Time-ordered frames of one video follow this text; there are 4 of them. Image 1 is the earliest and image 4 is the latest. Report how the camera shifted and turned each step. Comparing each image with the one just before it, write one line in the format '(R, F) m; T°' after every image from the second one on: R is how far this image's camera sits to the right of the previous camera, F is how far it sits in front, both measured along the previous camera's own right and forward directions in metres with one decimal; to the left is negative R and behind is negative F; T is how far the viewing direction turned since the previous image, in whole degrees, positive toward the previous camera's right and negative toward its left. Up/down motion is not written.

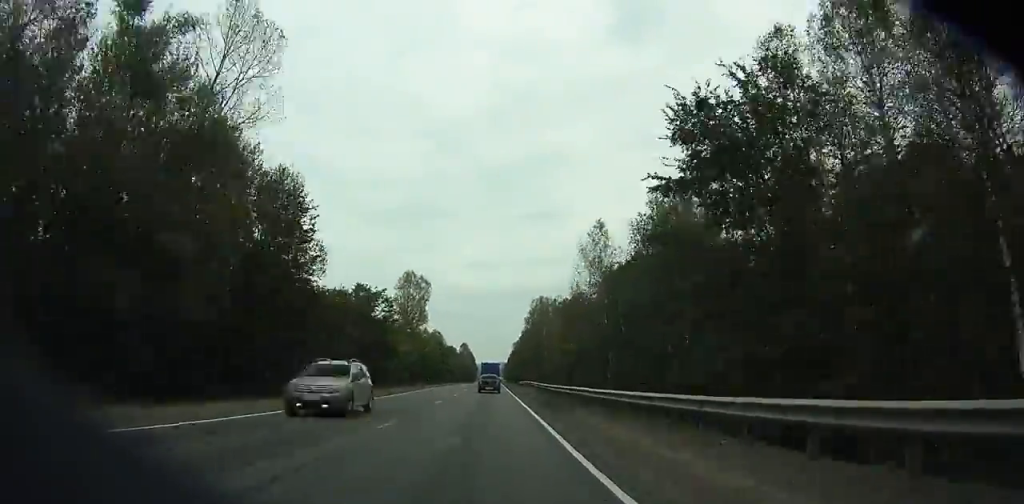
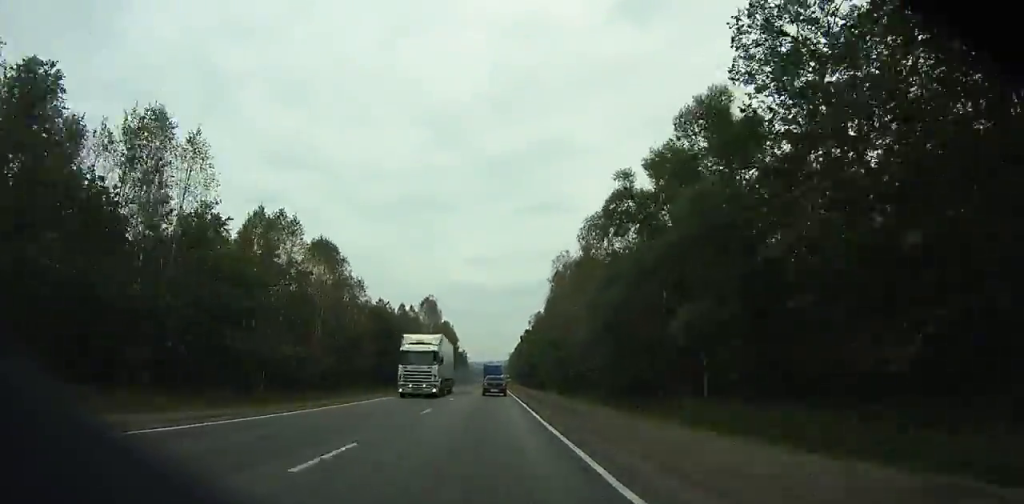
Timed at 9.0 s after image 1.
(-0.3, +186.9) m; 0°
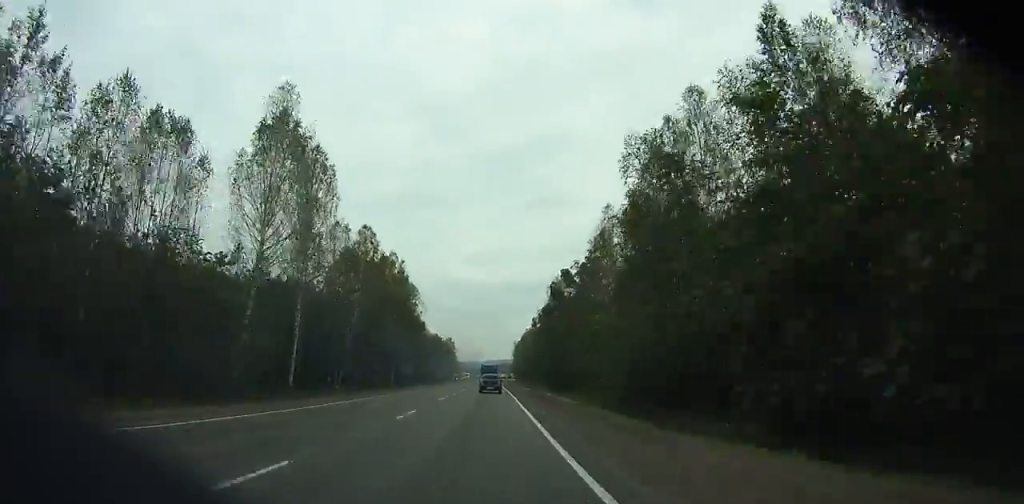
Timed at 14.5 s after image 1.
(-0.1, +110.4) m; 0°
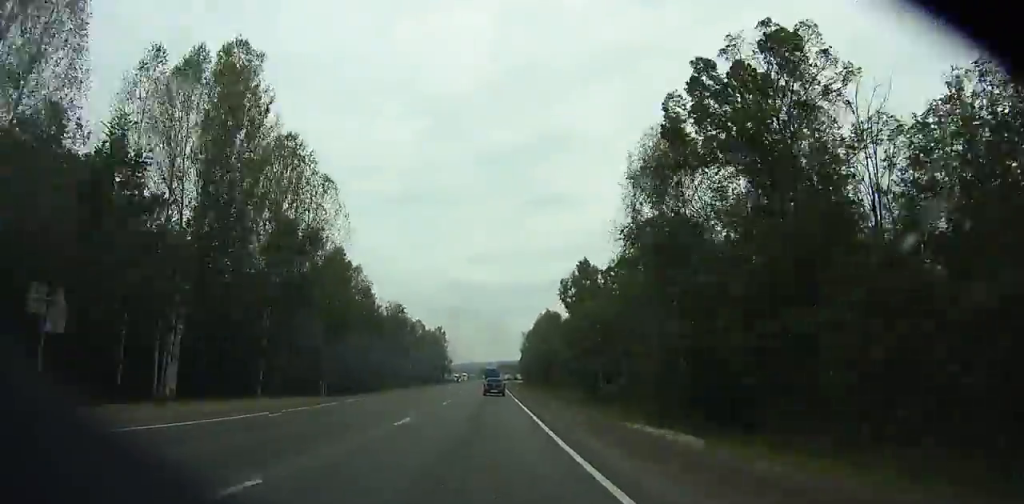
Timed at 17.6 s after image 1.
(-0.1, +62.3) m; 0°
